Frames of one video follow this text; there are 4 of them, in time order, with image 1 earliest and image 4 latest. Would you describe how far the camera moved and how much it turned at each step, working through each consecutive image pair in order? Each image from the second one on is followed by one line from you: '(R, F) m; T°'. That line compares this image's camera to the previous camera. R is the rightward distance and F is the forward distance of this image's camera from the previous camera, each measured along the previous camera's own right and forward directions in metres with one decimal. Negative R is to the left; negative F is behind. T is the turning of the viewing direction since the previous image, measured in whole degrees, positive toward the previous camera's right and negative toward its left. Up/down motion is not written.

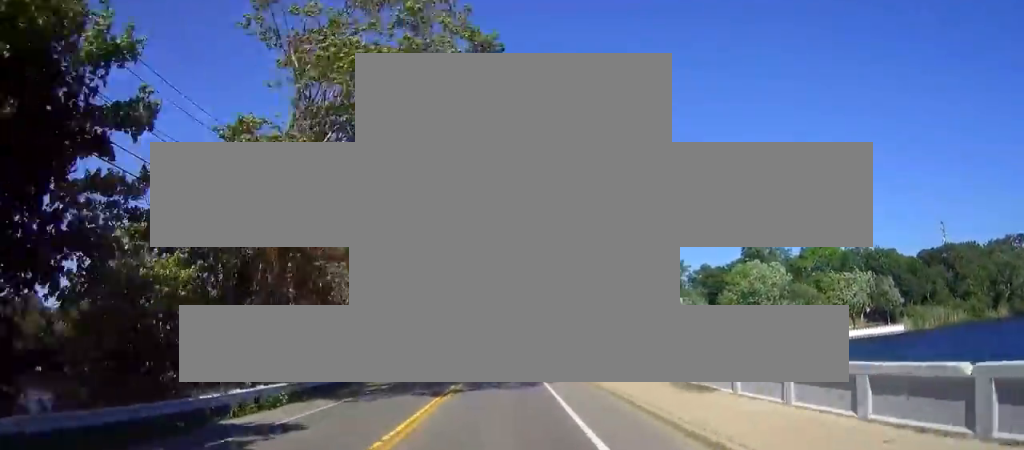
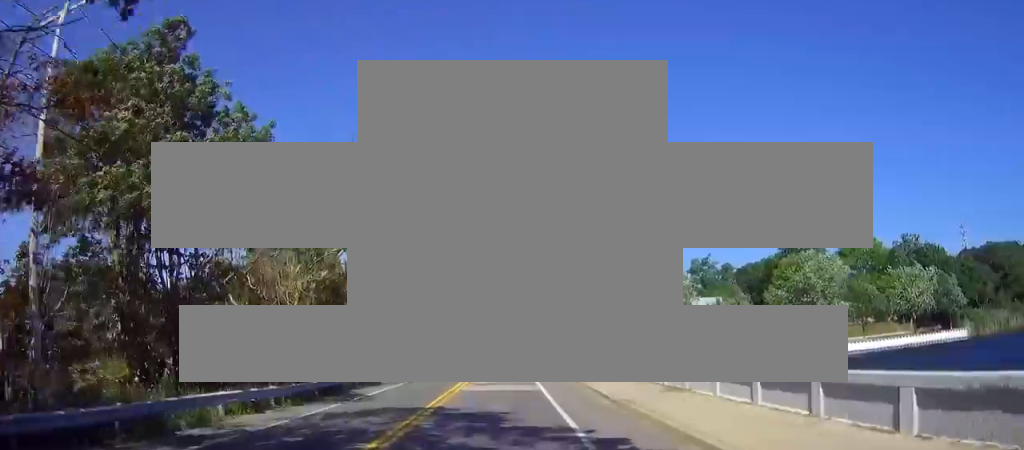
(0.0, +19.9) m; 0°
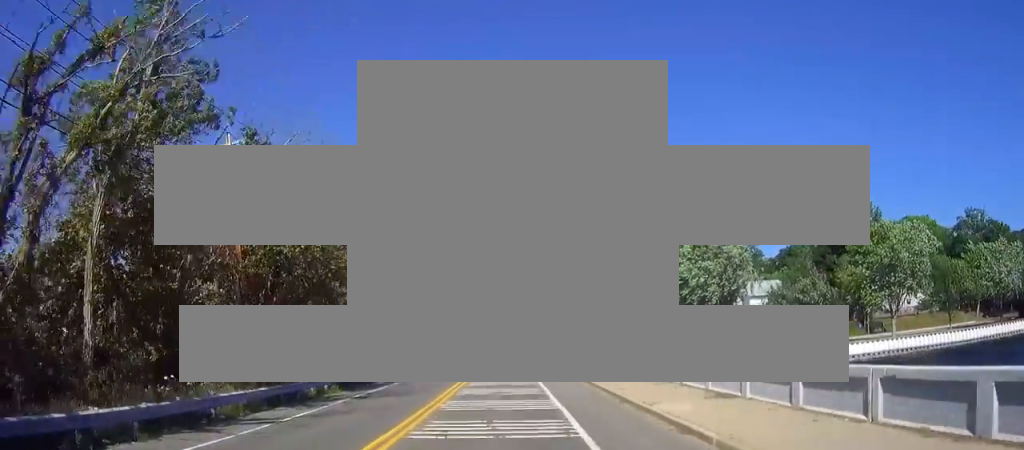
(0.0, +20.9) m; -1°
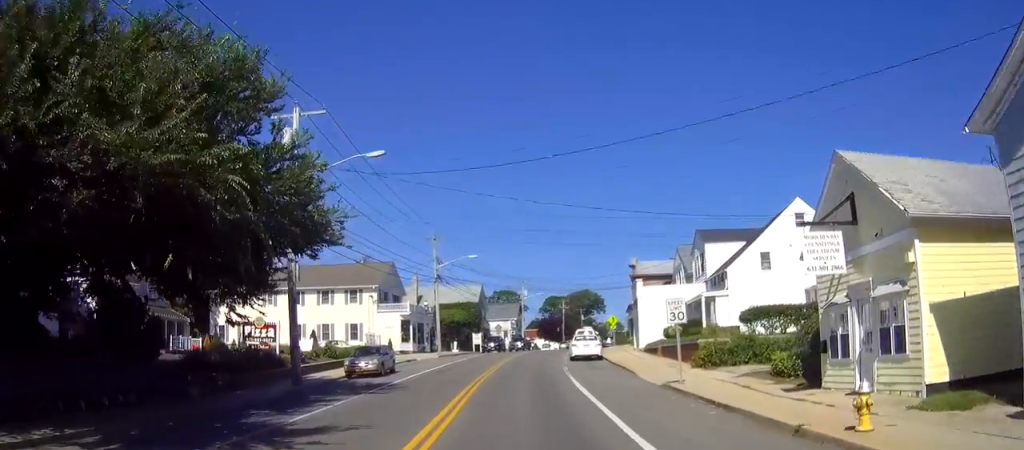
(-1.2, +73.2) m; 0°
